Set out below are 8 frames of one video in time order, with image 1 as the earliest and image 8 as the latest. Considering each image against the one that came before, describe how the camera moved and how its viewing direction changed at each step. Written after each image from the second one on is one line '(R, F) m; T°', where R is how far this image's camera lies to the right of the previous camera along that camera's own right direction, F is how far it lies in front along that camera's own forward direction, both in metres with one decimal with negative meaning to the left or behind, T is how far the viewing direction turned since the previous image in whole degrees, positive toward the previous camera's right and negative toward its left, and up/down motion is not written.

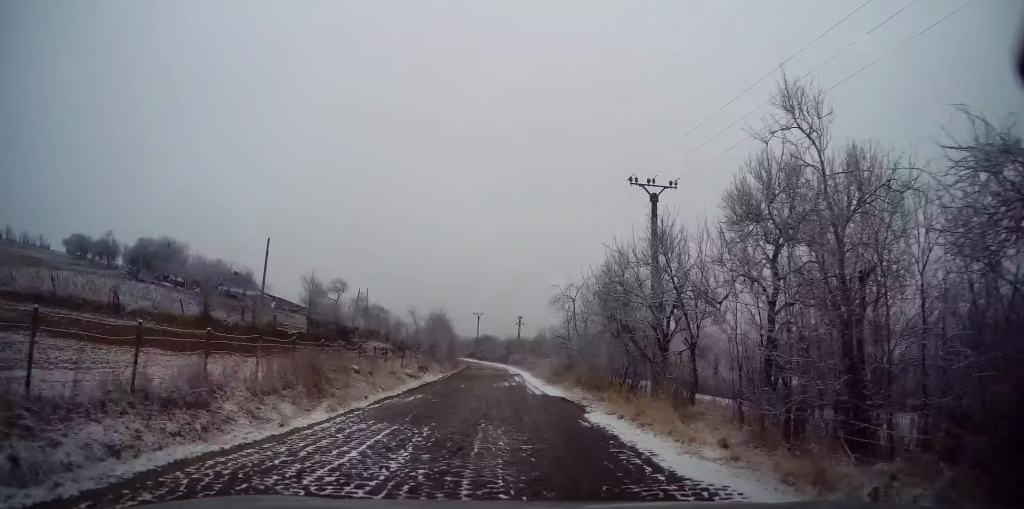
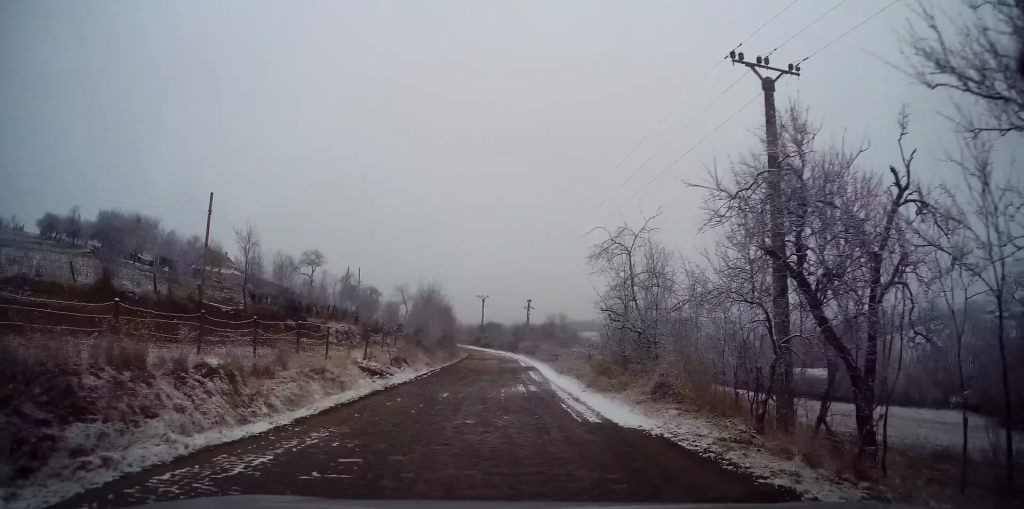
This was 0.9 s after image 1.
(-0.5, +10.3) m; 0°
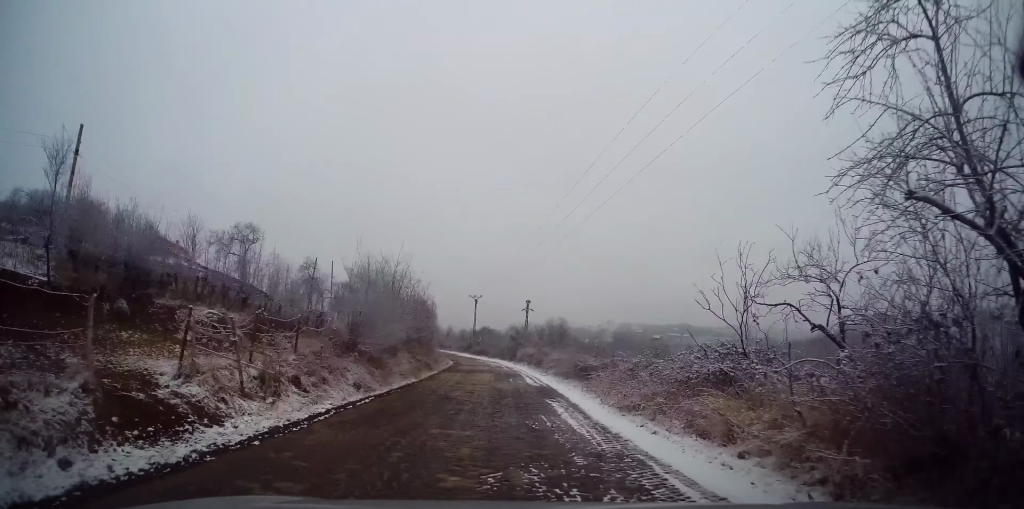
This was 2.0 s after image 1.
(+0.5, +12.7) m; 0°
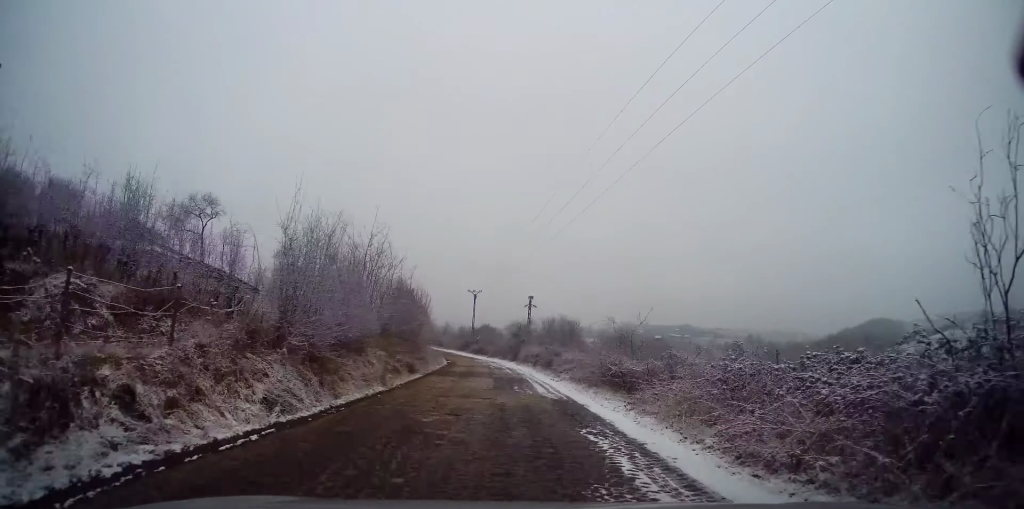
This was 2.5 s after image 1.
(-0.3, +5.8) m; 0°
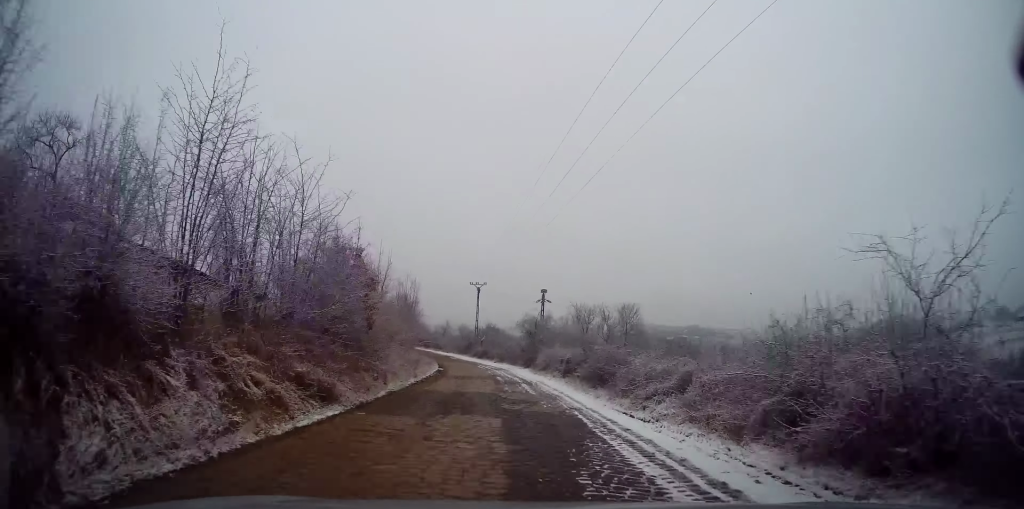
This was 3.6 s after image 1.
(+0.2, +12.5) m; 0°
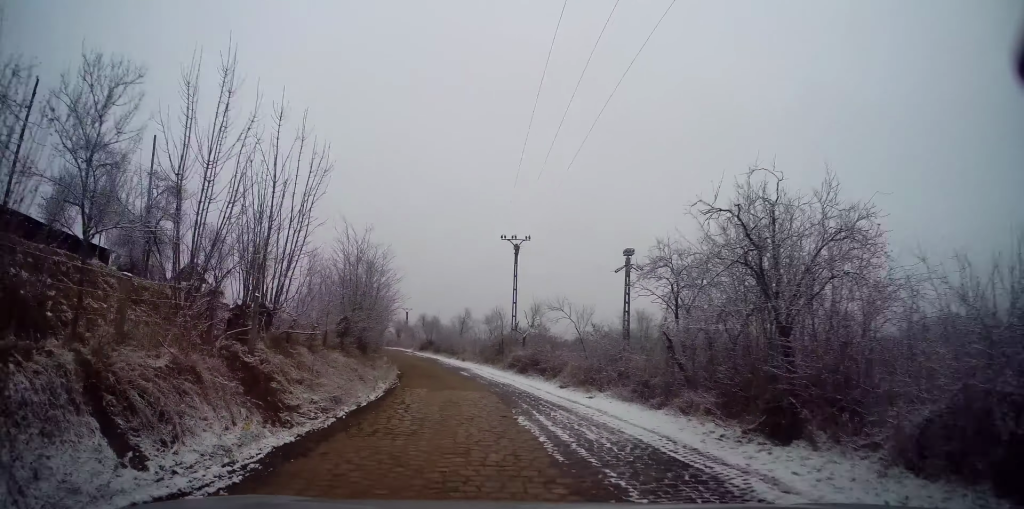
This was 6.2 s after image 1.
(-1.4, +30.7) m; -6°
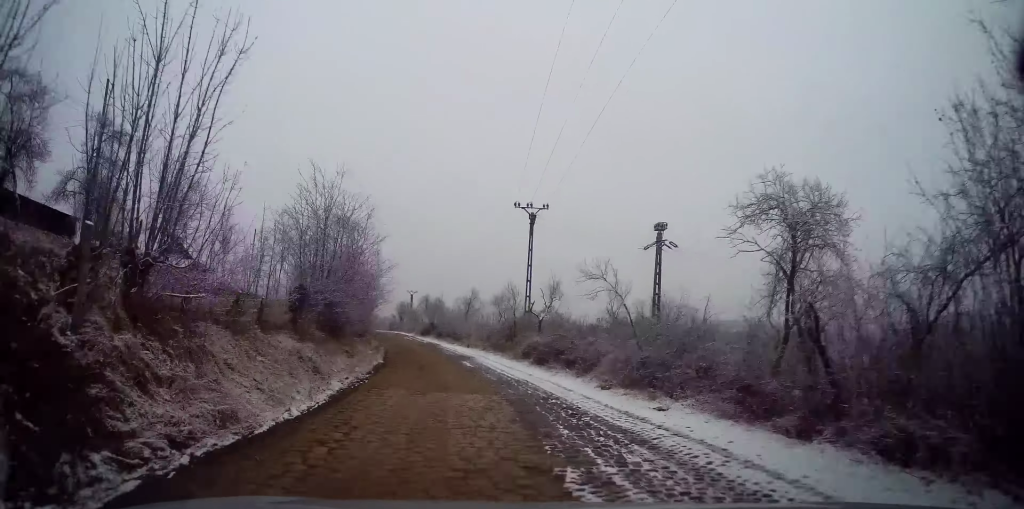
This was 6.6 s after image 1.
(-0.2, +5.6) m; -1°
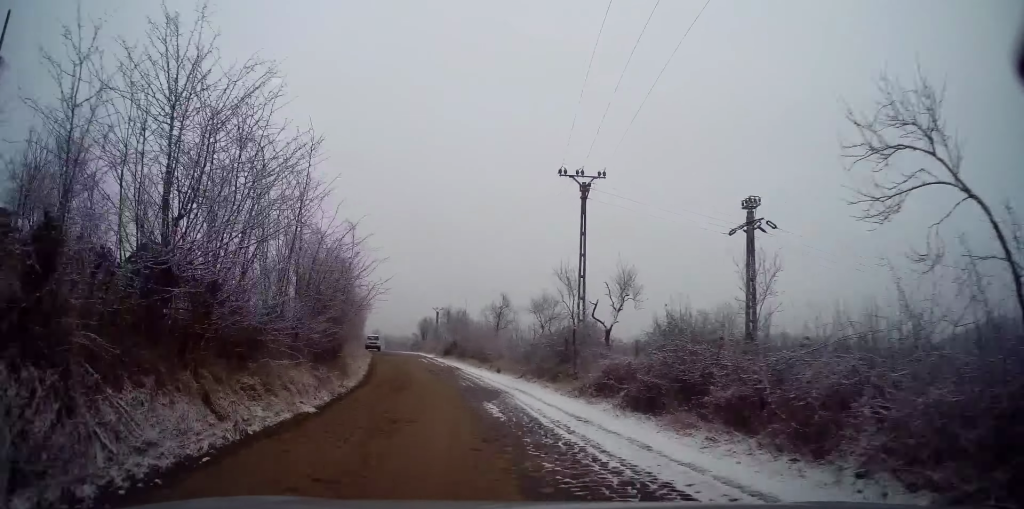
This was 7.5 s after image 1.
(-0.1, +9.9) m; -2°
